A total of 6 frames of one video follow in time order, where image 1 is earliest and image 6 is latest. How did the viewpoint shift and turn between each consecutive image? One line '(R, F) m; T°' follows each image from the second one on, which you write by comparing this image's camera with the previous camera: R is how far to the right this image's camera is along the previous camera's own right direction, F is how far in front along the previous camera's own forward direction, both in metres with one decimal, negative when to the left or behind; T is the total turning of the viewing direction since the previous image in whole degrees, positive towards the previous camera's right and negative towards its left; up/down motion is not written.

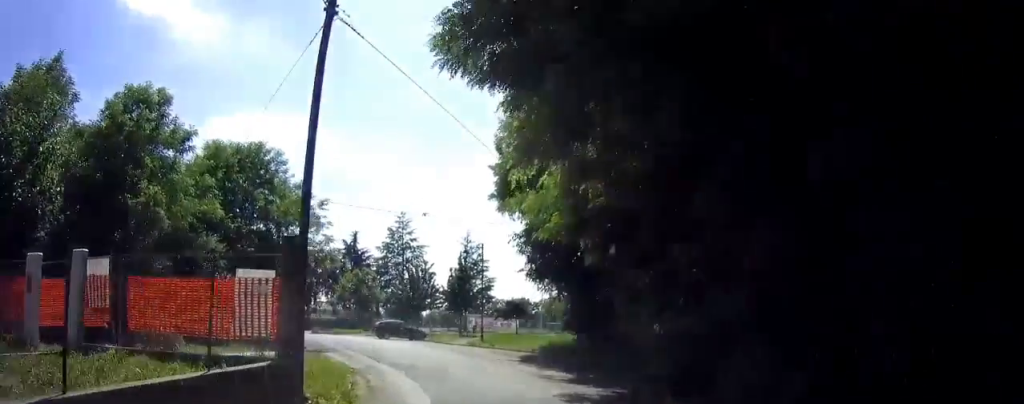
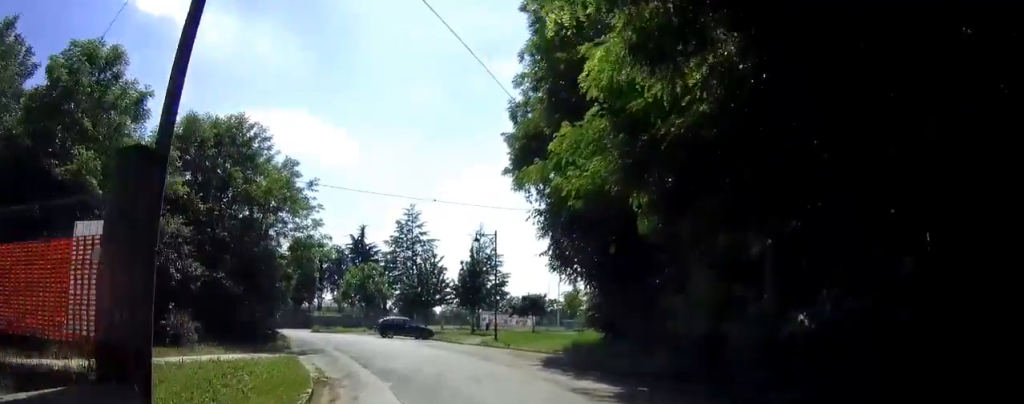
(-0.2, +3.5) m; -5°
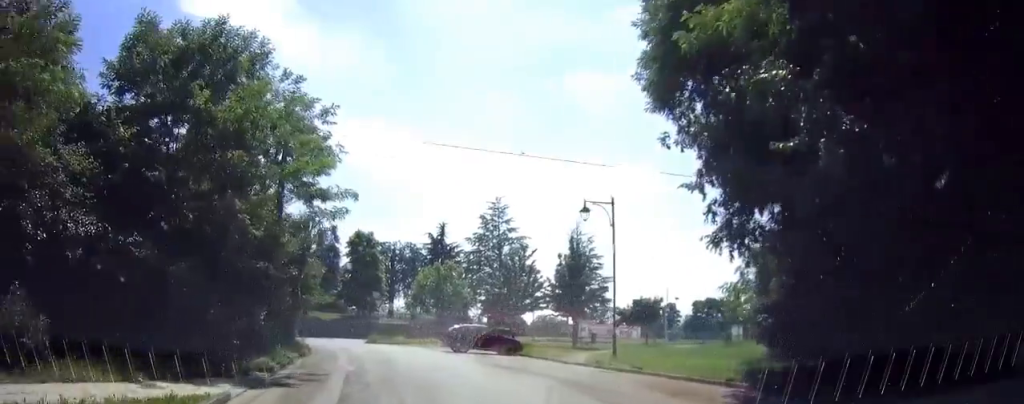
(-1.2, +10.3) m; -12°
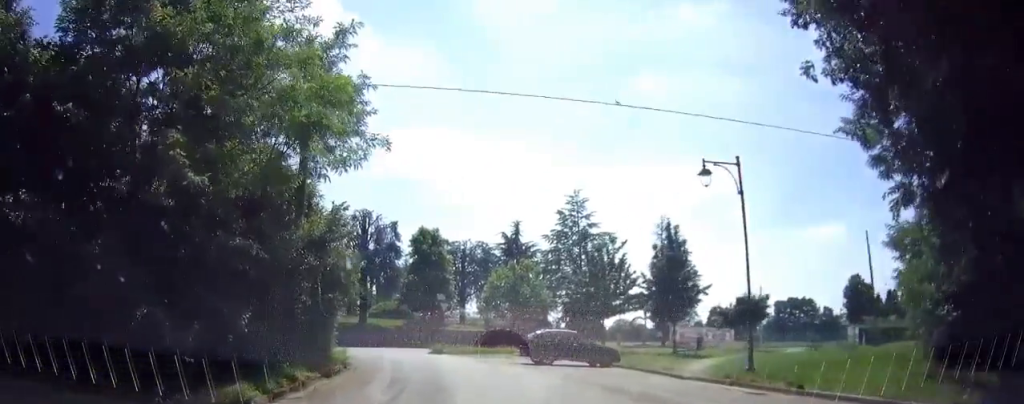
(-0.3, +5.3) m; -6°
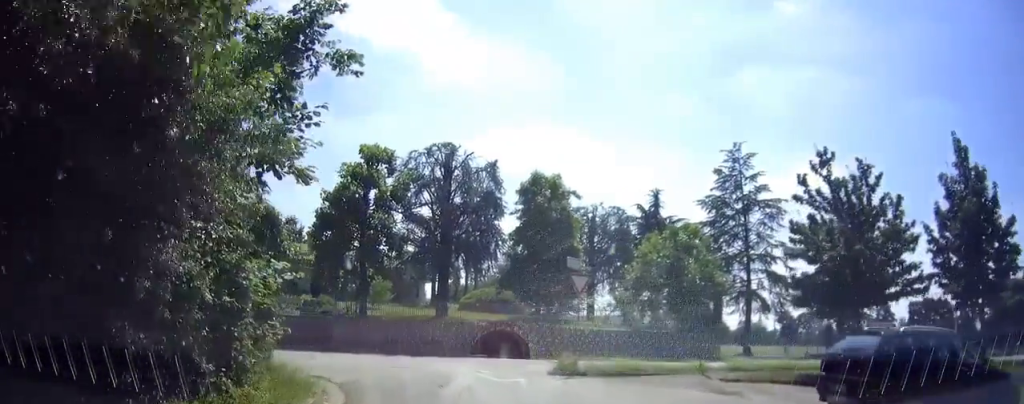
(-1.7, +14.6) m; -10°
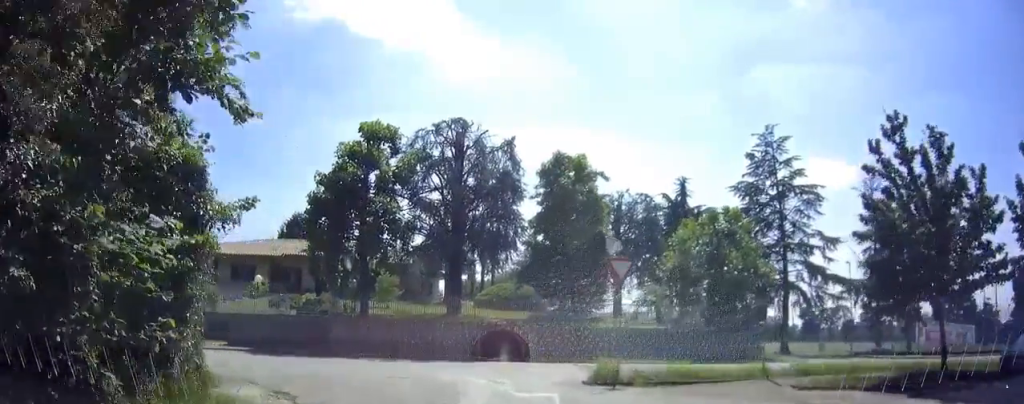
(+0.1, +3.3) m; -1°
